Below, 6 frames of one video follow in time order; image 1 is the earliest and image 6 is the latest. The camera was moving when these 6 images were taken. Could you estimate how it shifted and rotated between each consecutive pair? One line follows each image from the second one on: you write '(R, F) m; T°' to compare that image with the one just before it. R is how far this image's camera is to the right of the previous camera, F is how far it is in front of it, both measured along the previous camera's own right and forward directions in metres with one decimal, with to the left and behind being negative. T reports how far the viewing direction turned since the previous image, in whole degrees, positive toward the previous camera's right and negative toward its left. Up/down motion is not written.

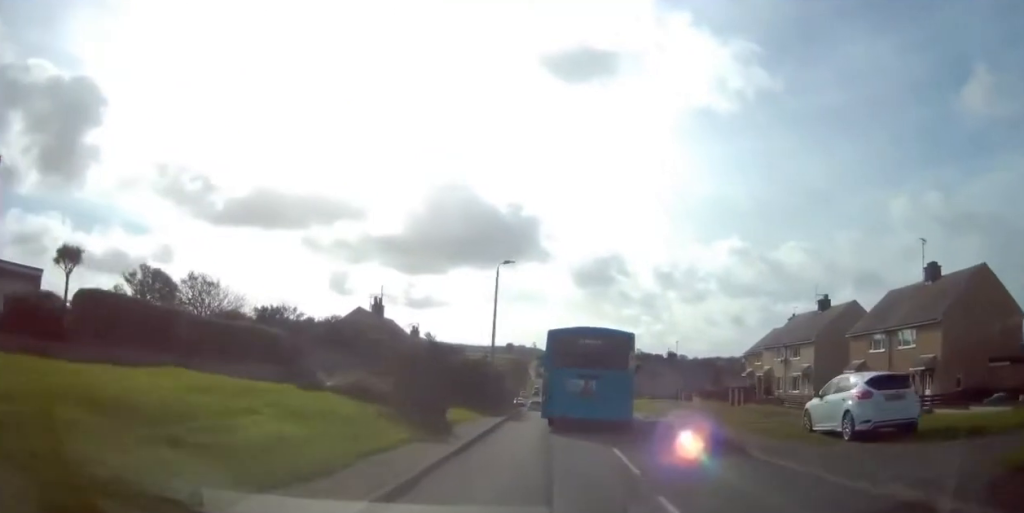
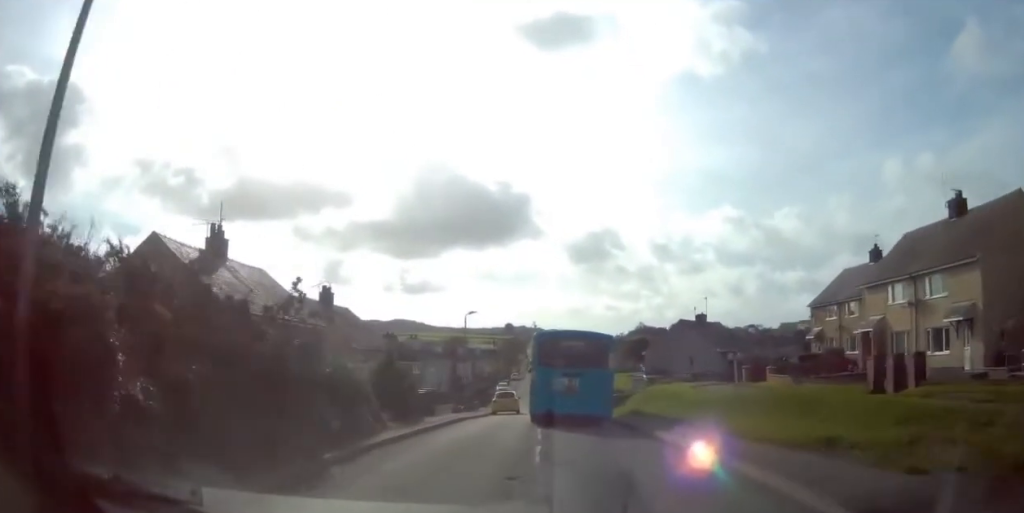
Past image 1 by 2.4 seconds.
(+0.3, +24.9) m; +2°
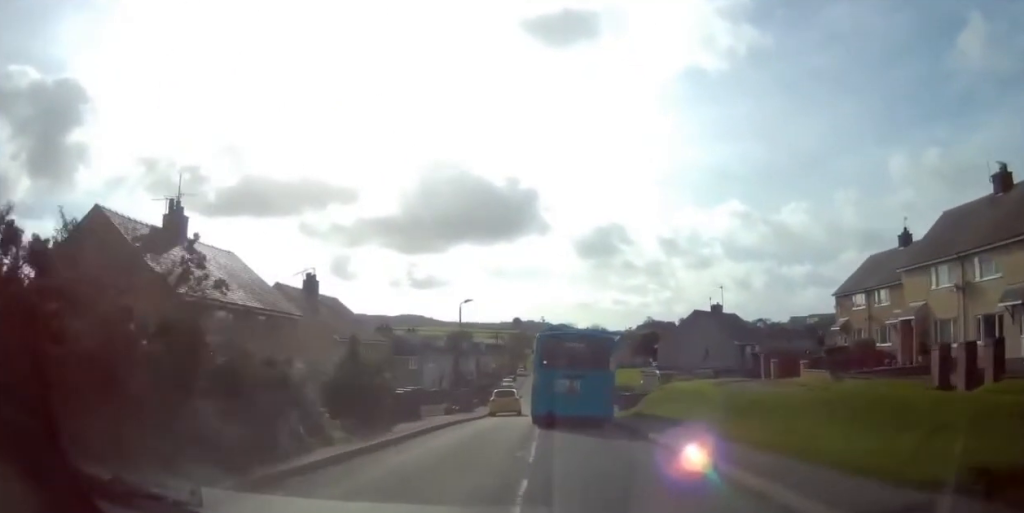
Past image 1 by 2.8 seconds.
(0.0, +4.3) m; 0°
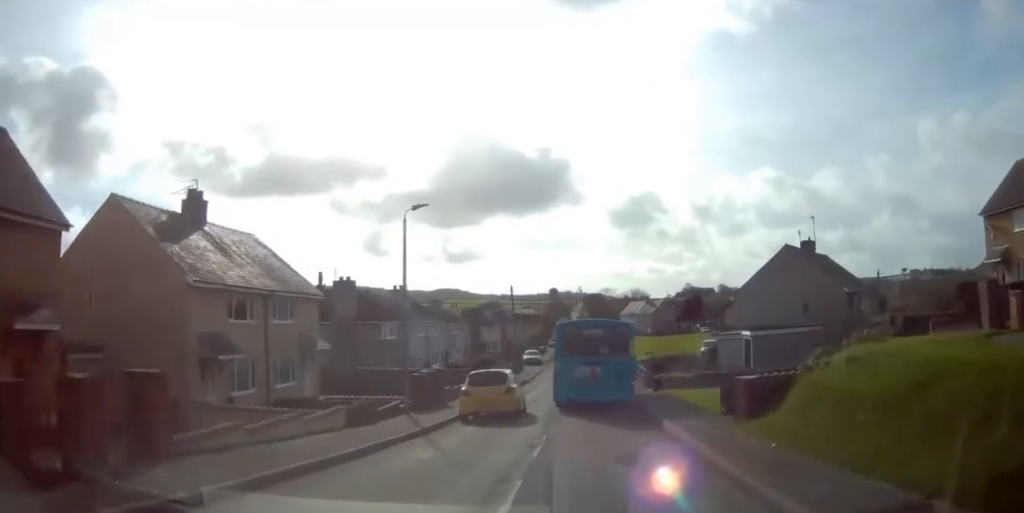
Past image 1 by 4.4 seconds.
(0.0, +17.9) m; 0°
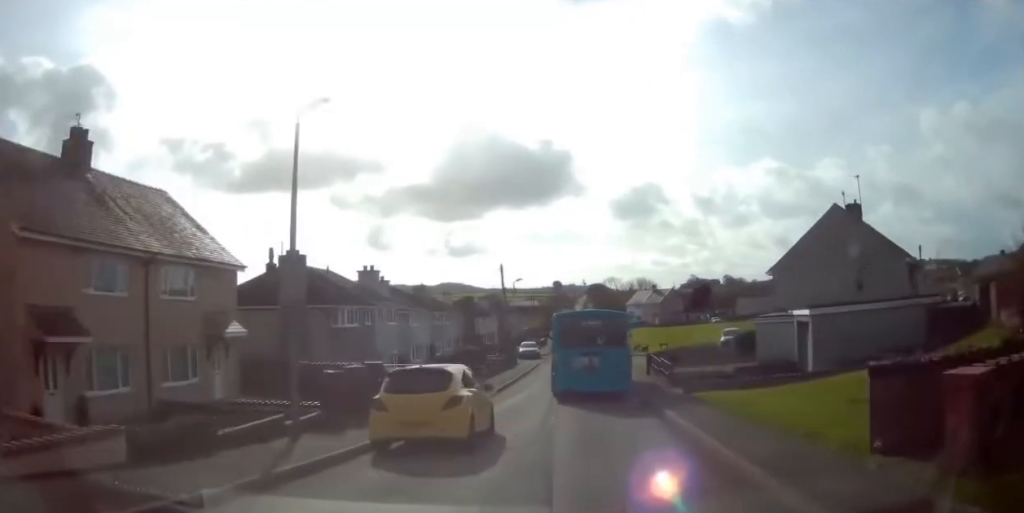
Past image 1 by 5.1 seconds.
(-0.1, +8.8) m; -2°
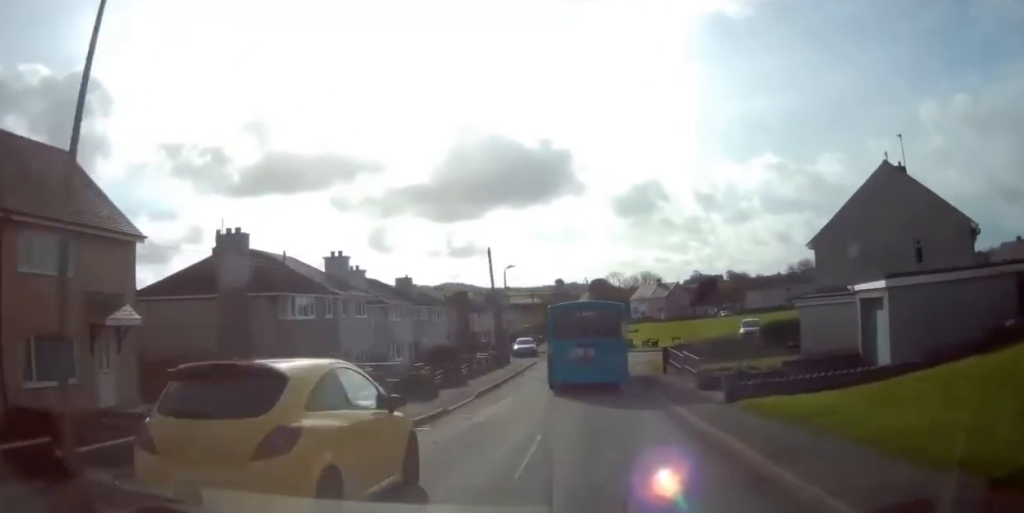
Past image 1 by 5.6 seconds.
(-0.1, +6.5) m; +1°
